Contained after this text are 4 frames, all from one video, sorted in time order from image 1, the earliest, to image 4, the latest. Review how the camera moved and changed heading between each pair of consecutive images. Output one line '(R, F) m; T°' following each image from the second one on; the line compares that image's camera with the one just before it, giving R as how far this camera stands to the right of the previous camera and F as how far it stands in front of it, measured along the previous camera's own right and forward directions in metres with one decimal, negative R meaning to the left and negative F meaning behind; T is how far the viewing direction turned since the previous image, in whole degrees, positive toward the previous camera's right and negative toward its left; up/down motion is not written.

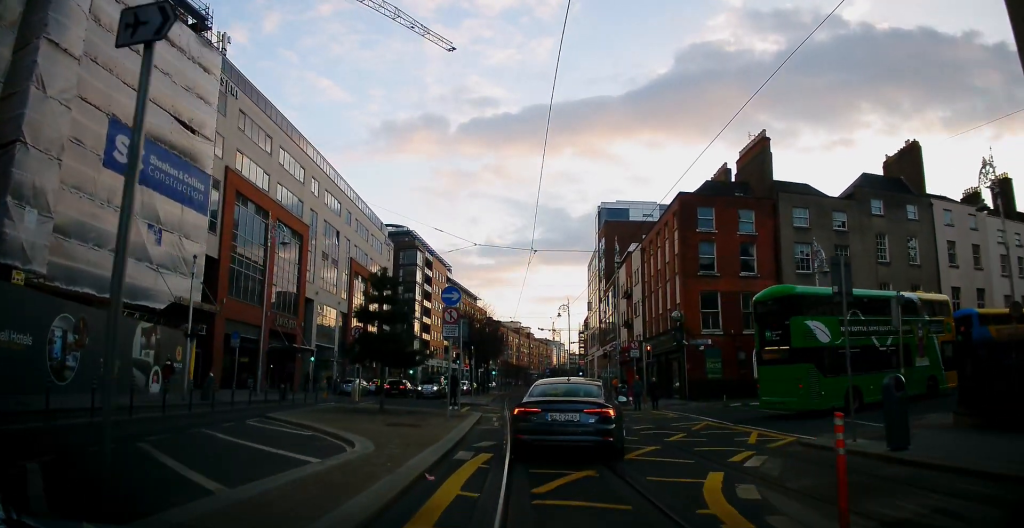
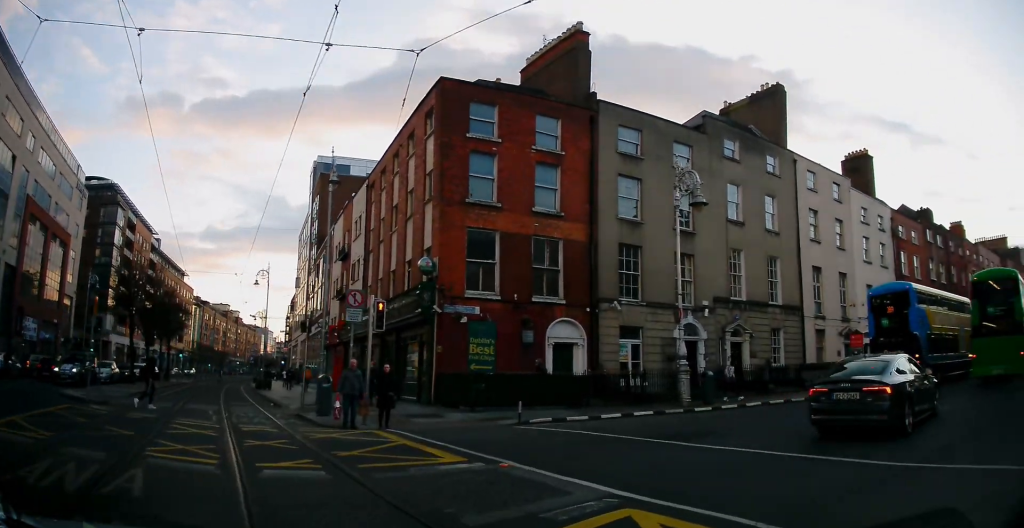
(+0.9, +15.3) m; +20°
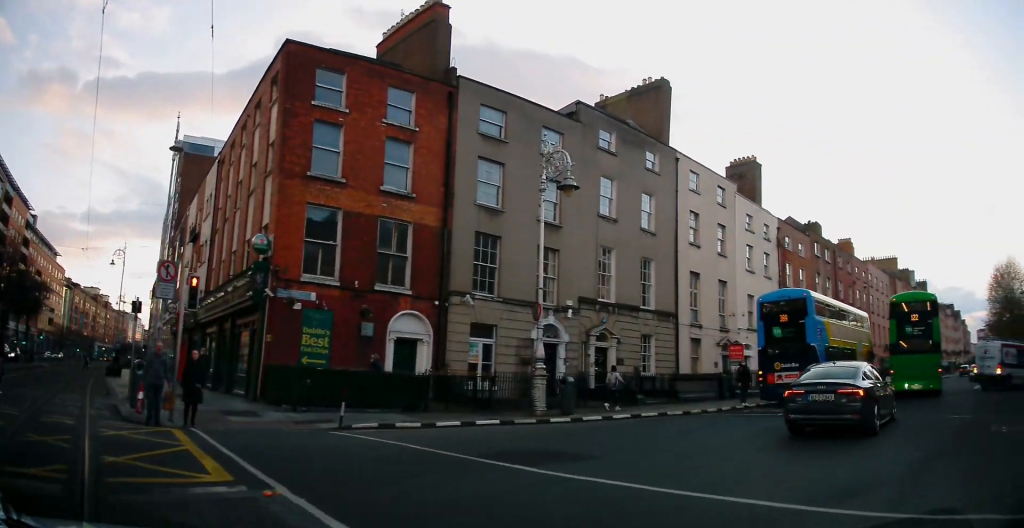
(+0.3, +2.4) m; +13°
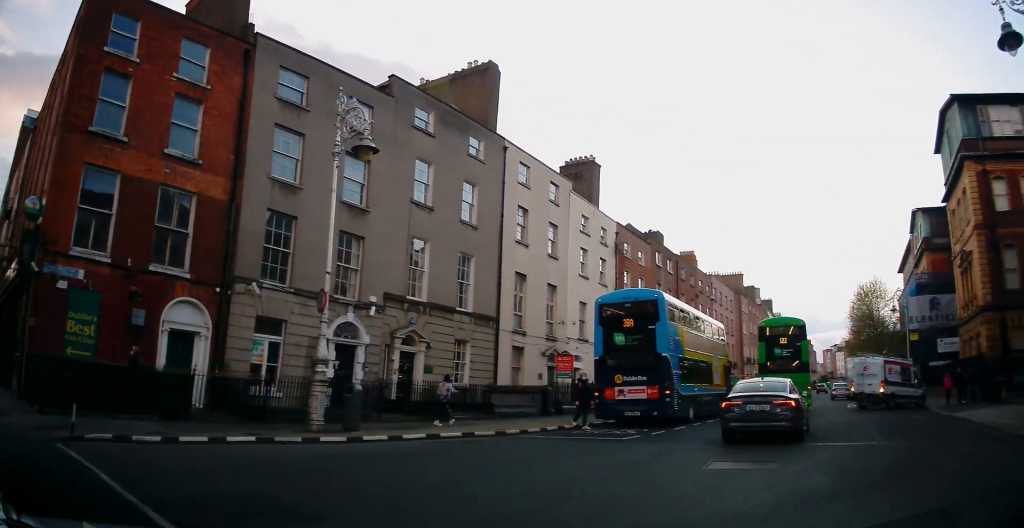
(+0.8, +3.5) m; +20°
